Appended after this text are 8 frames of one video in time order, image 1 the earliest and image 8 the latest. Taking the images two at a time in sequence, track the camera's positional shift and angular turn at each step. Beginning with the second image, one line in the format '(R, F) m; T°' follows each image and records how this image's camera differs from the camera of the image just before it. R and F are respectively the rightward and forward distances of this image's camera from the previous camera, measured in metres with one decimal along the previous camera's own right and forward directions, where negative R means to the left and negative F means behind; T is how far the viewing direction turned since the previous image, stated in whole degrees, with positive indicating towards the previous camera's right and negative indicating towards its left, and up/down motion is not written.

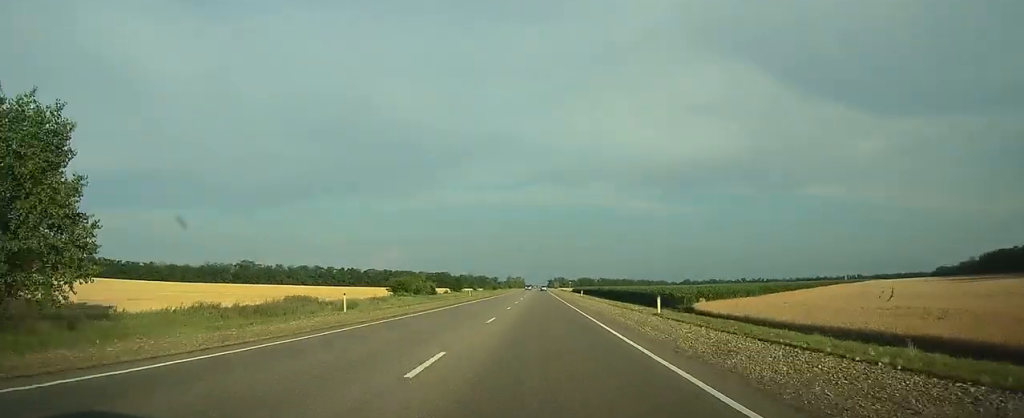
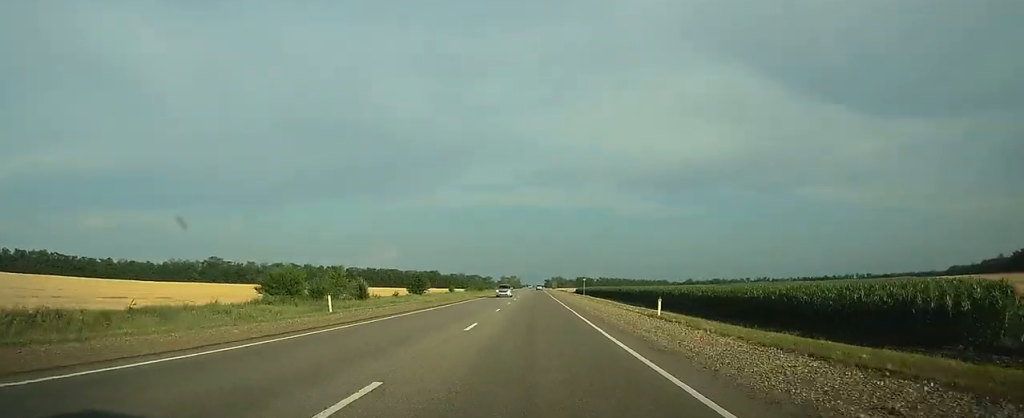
(+0.1, +51.6) m; 0°
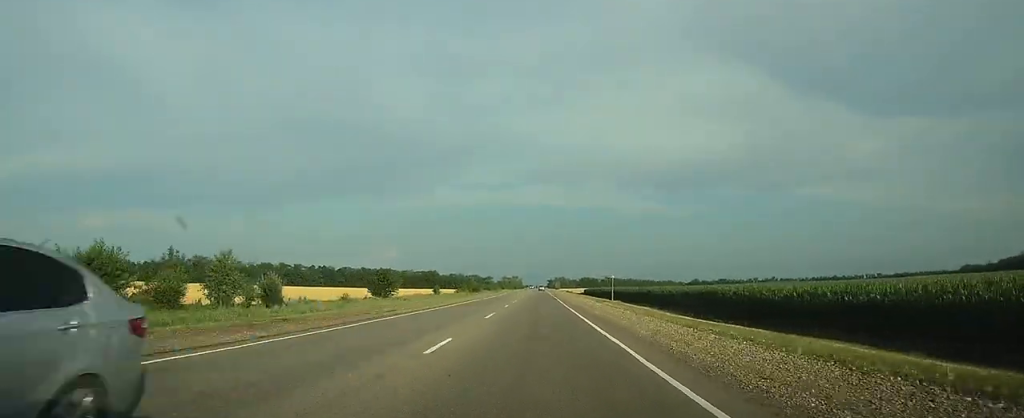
(0.0, +29.6) m; 0°
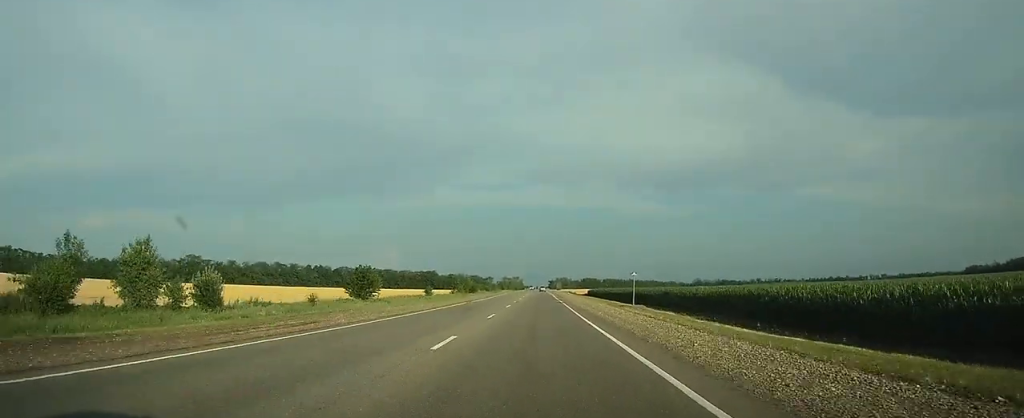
(0.0, +11.4) m; 0°
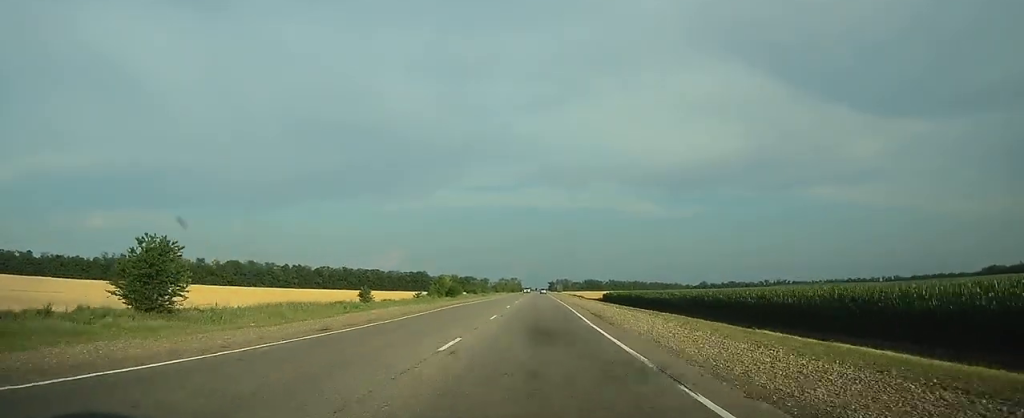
(0.0, +47.6) m; 0°
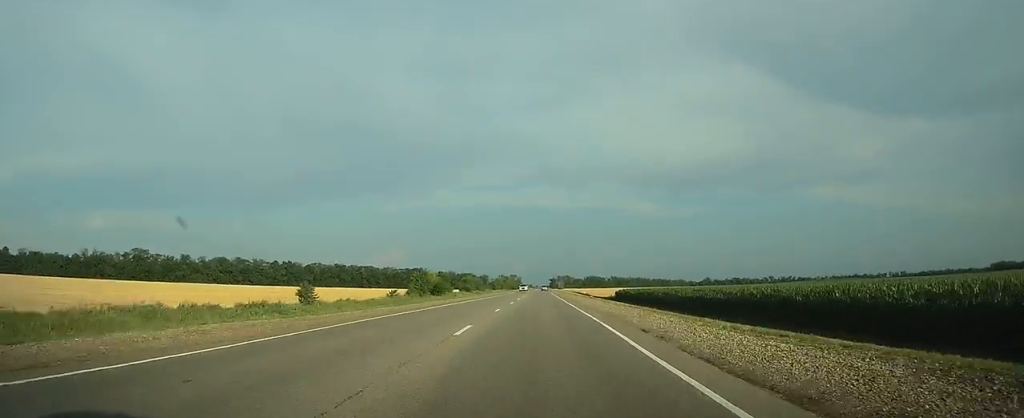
(0.0, +21.9) m; 0°
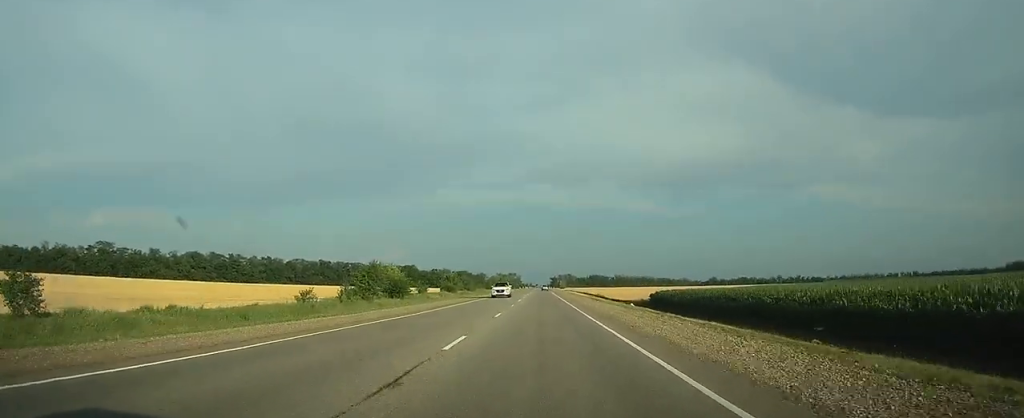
(-0.1, +37.9) m; -1°
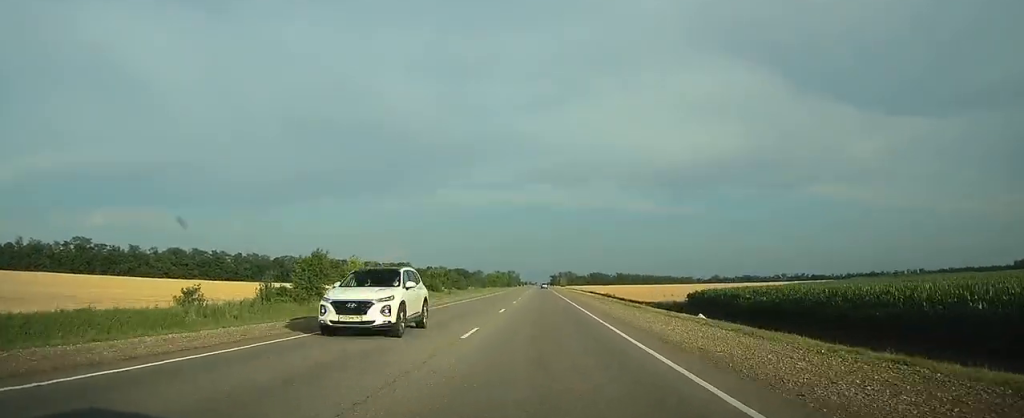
(-0.1, +21.8) m; 0°
